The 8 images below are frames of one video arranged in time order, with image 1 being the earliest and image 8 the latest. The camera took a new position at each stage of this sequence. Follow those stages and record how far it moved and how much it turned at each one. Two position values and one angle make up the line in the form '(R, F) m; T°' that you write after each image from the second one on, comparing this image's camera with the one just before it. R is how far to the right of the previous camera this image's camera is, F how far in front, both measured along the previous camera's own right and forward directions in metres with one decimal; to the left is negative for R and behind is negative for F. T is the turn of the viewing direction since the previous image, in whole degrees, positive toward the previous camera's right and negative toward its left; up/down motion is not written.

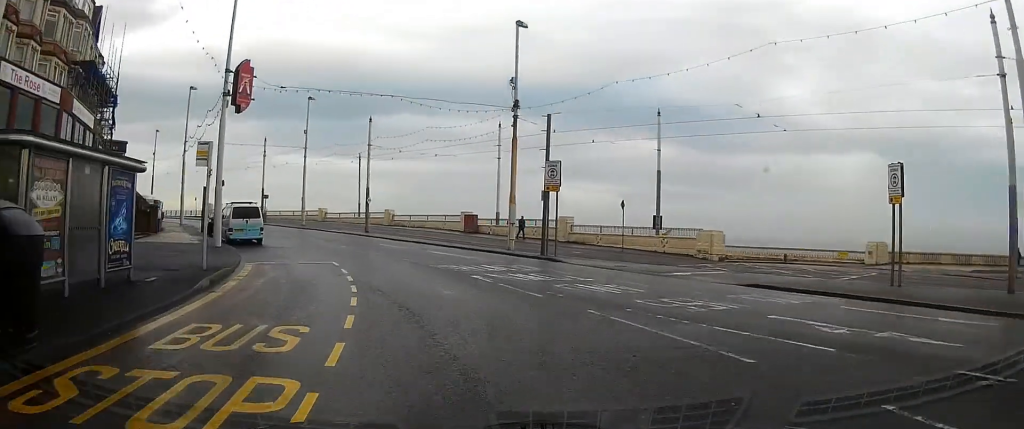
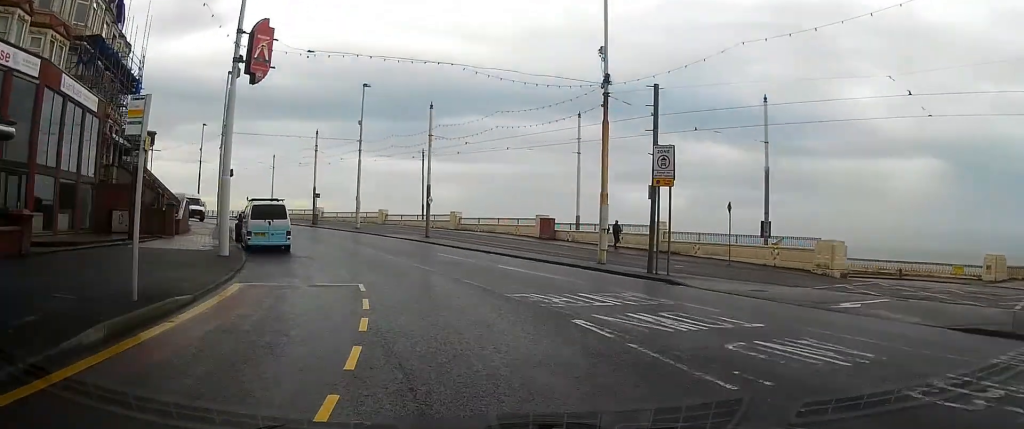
(-0.3, +6.4) m; -4°
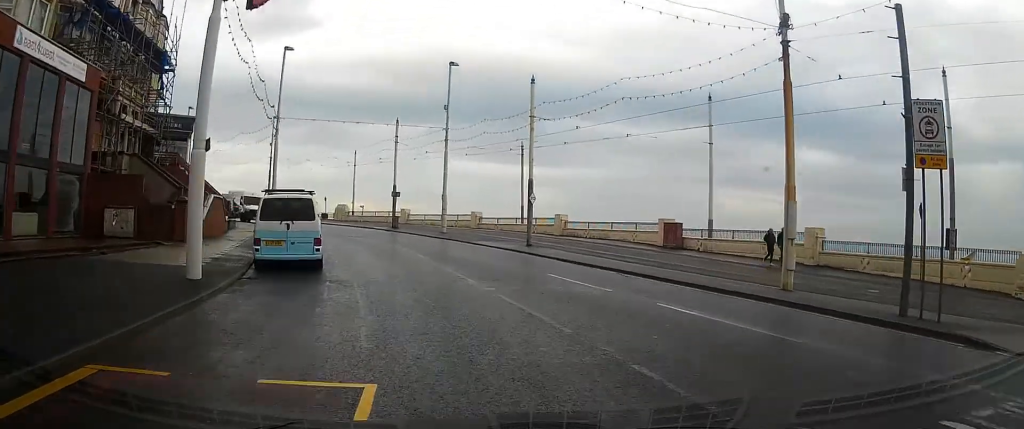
(-0.4, +8.8) m; -7°
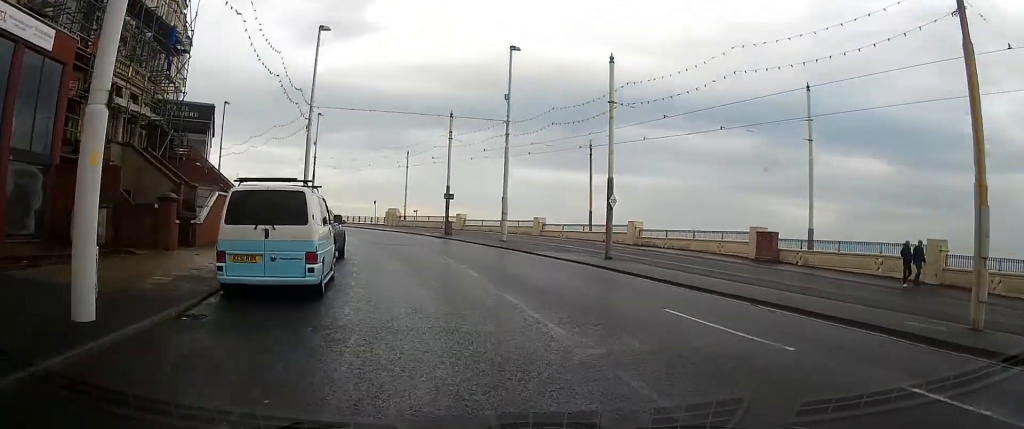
(-0.3, +5.9) m; -5°
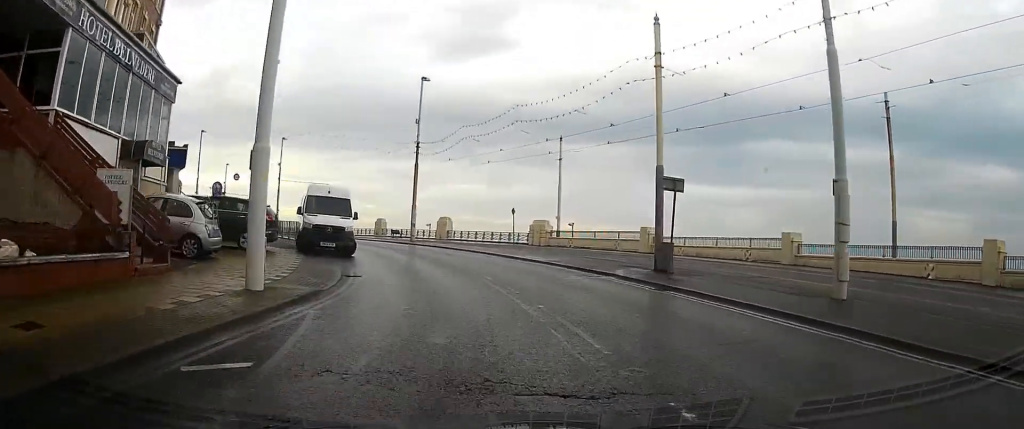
(-3.6, +23.9) m; -15°
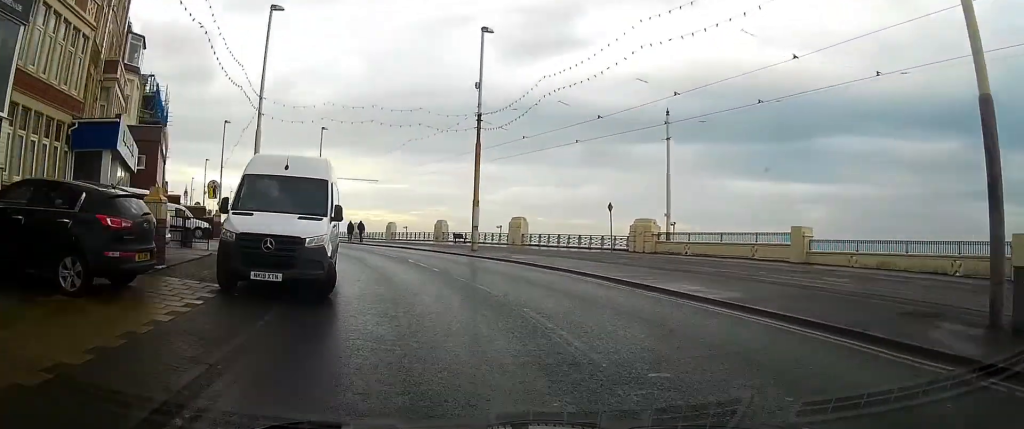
(-0.5, +12.1) m; -6°
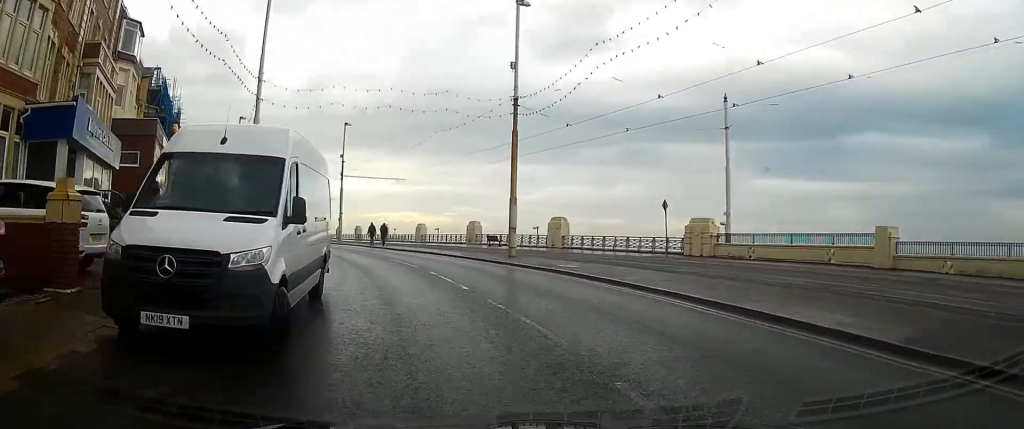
(-0.1, +4.4) m; -3°
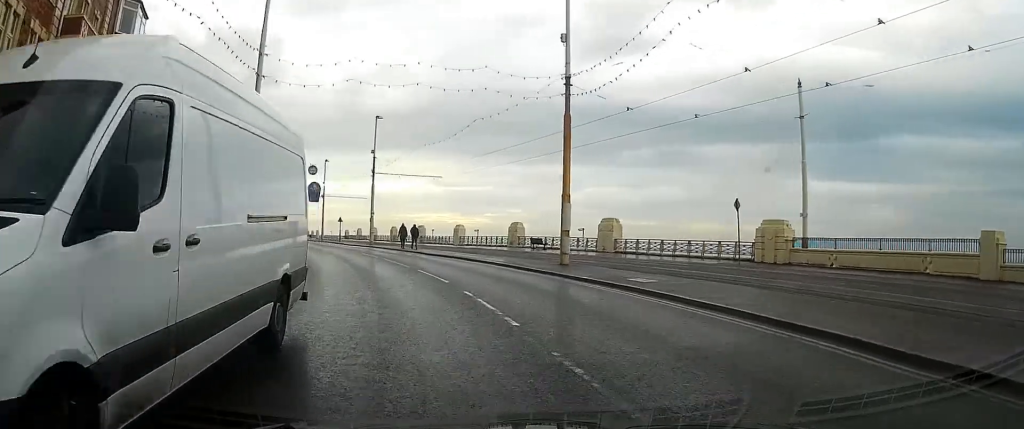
(-0.1, +4.3) m; -3°
